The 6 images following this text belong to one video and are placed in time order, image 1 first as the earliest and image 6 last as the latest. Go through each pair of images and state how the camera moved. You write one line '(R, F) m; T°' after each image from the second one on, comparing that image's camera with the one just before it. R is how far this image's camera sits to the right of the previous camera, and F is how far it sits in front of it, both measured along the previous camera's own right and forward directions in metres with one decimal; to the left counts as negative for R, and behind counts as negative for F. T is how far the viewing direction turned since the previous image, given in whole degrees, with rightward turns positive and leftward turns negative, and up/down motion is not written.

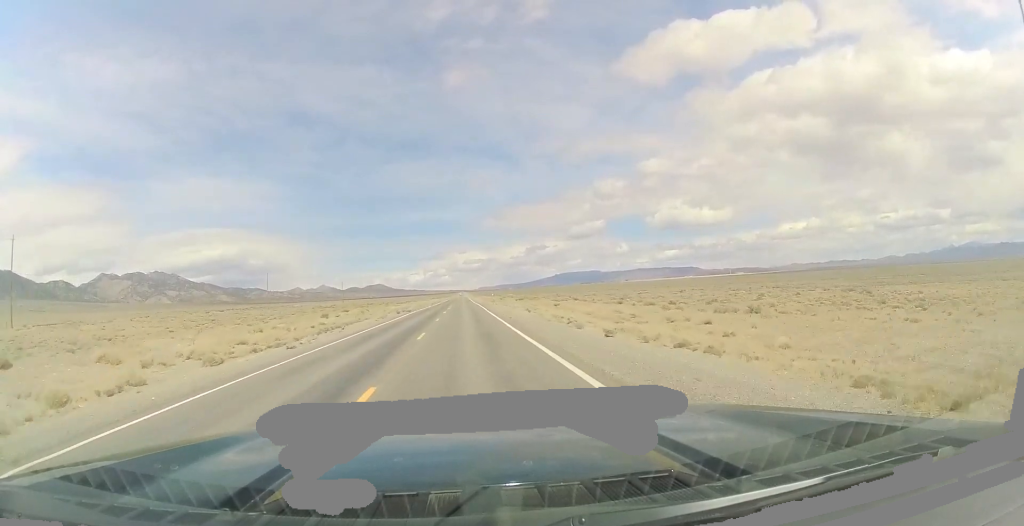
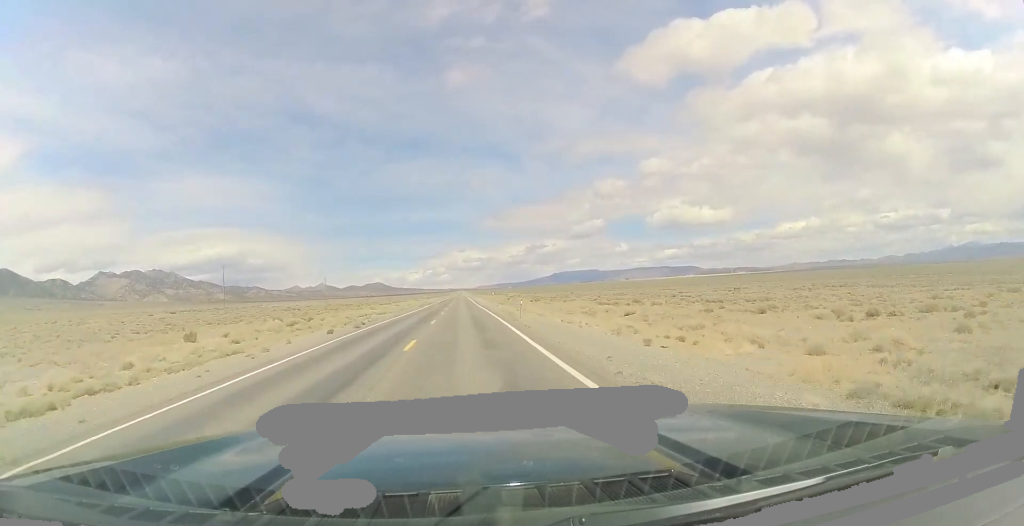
(-0.2, +31.1) m; 0°
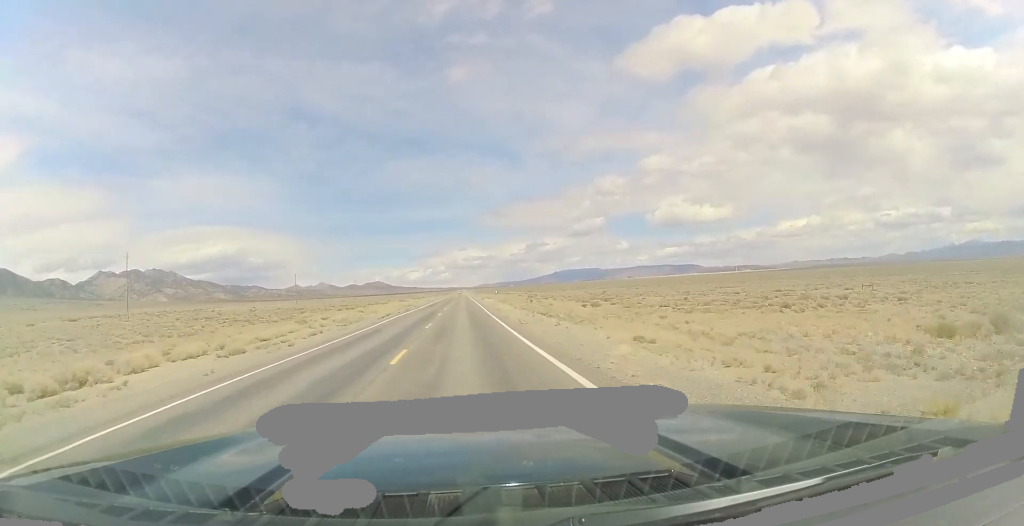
(+0.6, +43.9) m; +1°
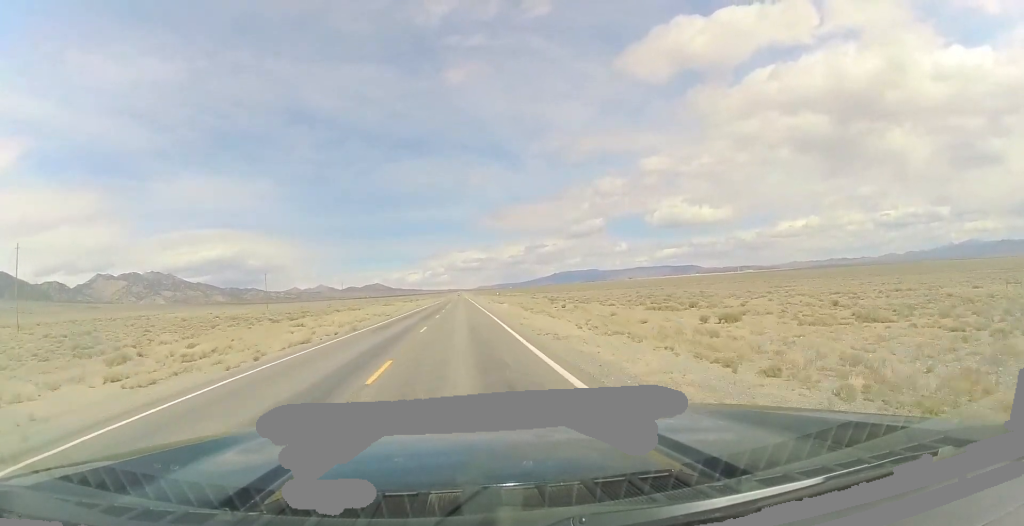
(-0.1, +30.1) m; -1°
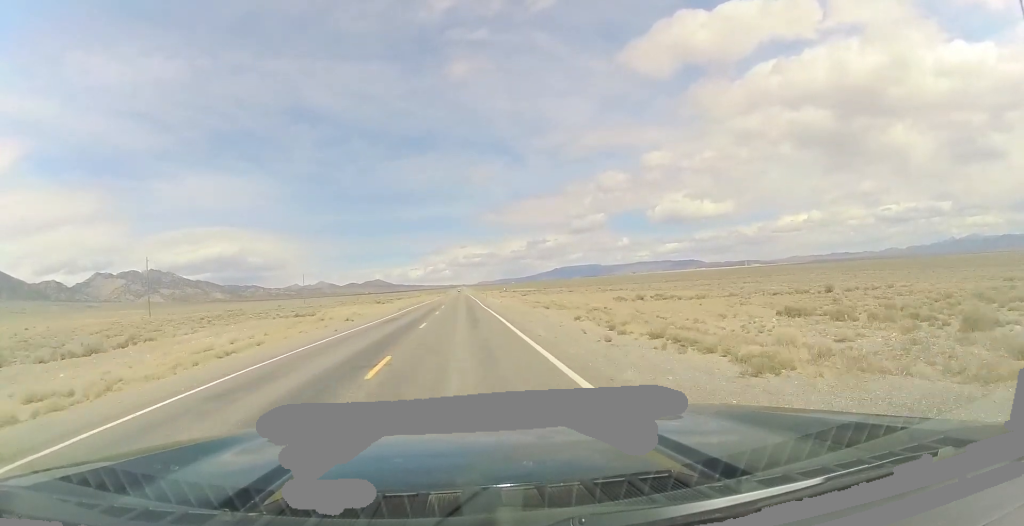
(+0.1, +68.2) m; +1°
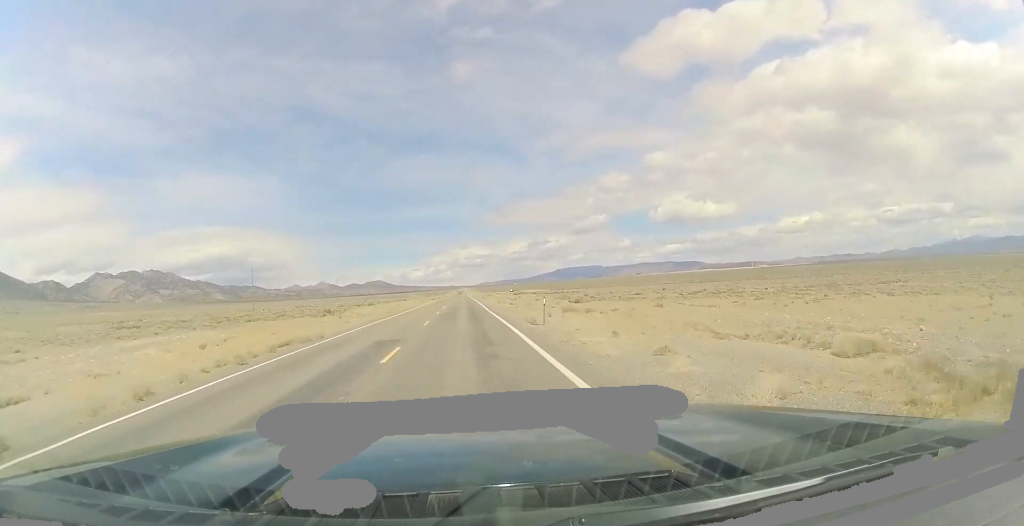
(-0.5, +53.1) m; -2°
